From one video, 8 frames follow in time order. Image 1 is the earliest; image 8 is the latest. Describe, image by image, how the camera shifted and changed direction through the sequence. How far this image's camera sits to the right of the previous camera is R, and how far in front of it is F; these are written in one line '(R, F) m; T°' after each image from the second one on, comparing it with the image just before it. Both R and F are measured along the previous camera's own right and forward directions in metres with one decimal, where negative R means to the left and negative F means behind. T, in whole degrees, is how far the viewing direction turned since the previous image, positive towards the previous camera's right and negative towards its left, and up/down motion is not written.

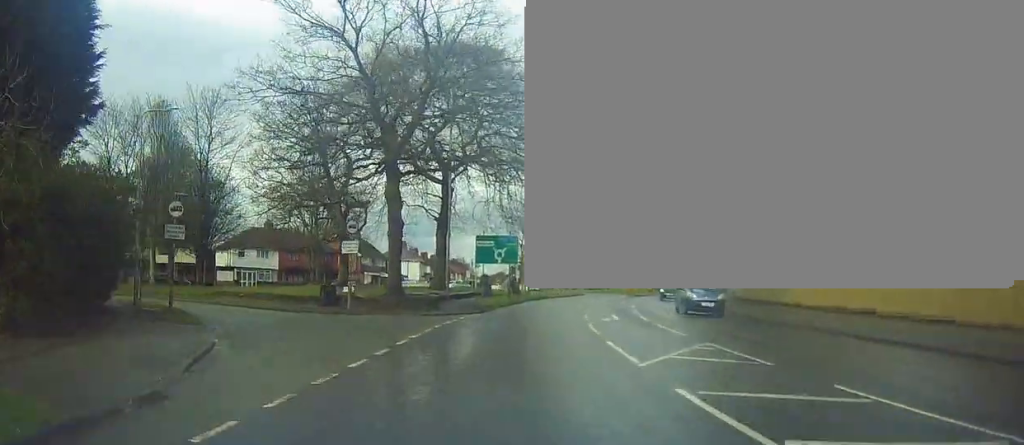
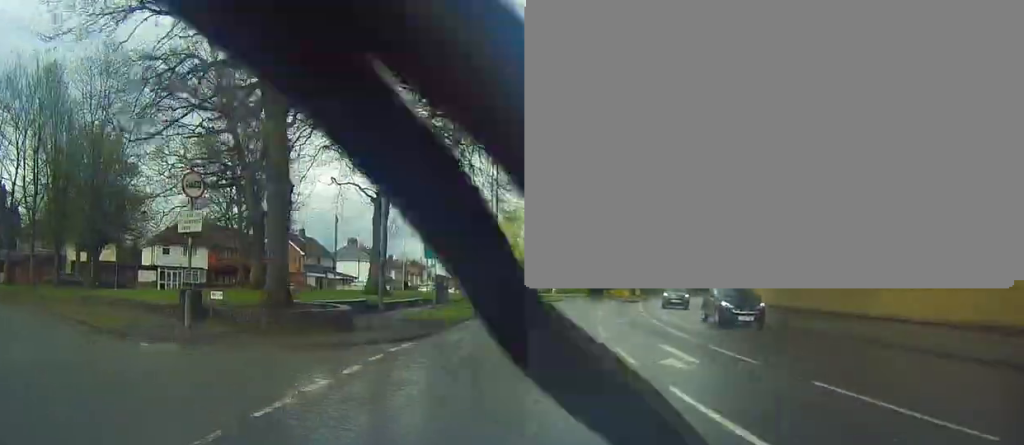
(+0.6, +11.8) m; +5°
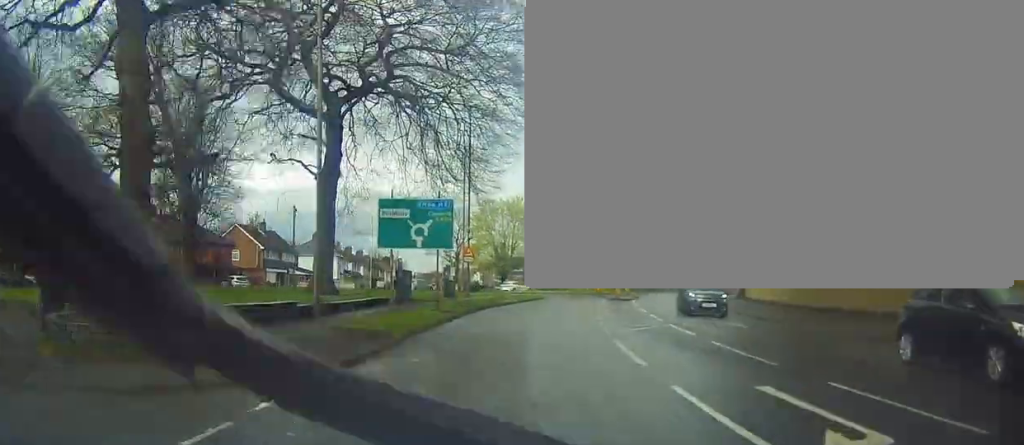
(+0.2, +6.5) m; +1°
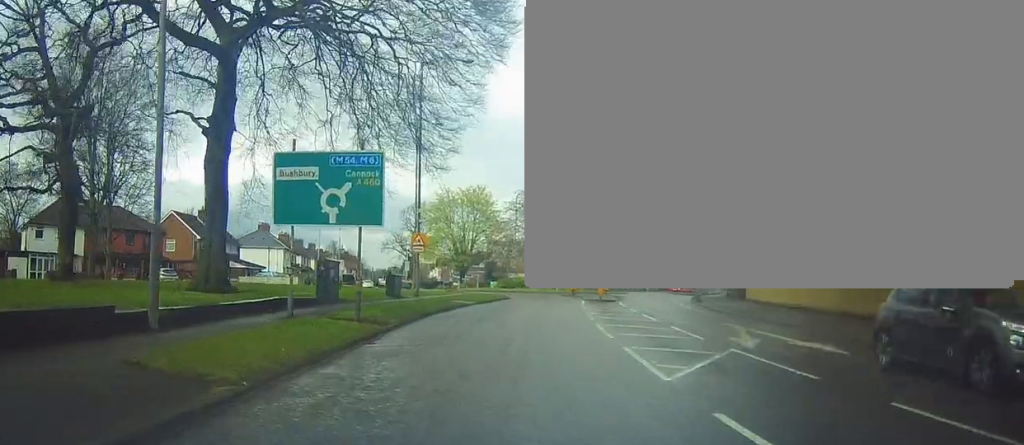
(0.0, +8.2) m; +2°
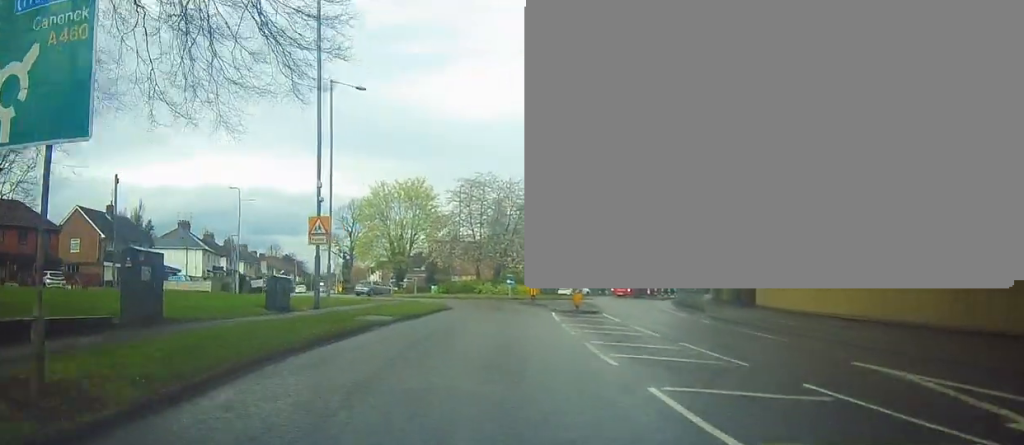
(+0.4, +10.3) m; +3°
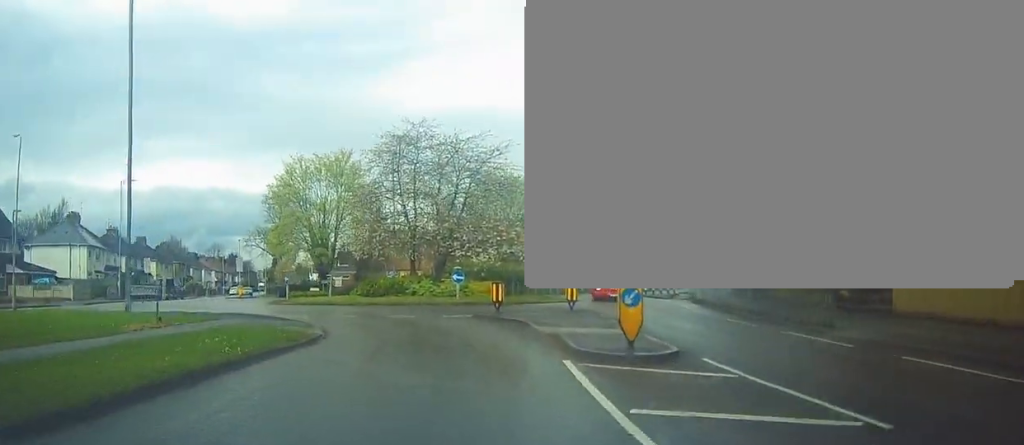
(+0.9, +17.3) m; +6°
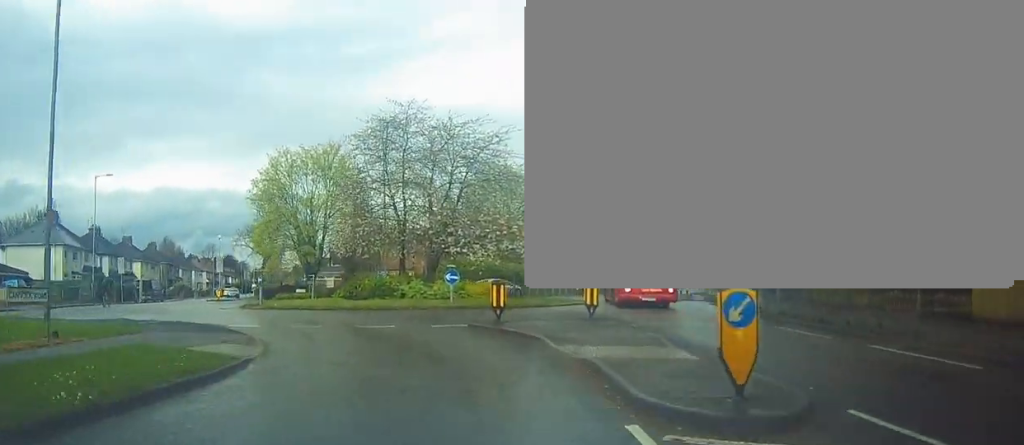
(0.0, +4.4) m; +1°
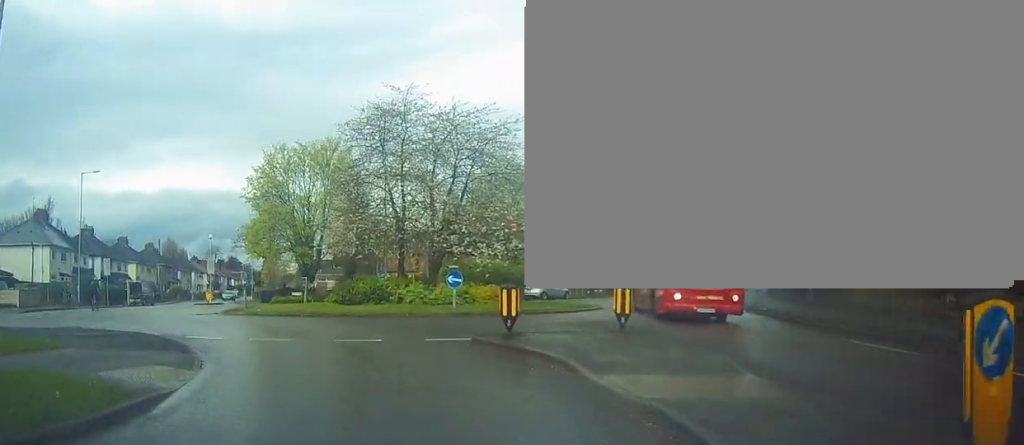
(+0.1, +3.1) m; 0°
